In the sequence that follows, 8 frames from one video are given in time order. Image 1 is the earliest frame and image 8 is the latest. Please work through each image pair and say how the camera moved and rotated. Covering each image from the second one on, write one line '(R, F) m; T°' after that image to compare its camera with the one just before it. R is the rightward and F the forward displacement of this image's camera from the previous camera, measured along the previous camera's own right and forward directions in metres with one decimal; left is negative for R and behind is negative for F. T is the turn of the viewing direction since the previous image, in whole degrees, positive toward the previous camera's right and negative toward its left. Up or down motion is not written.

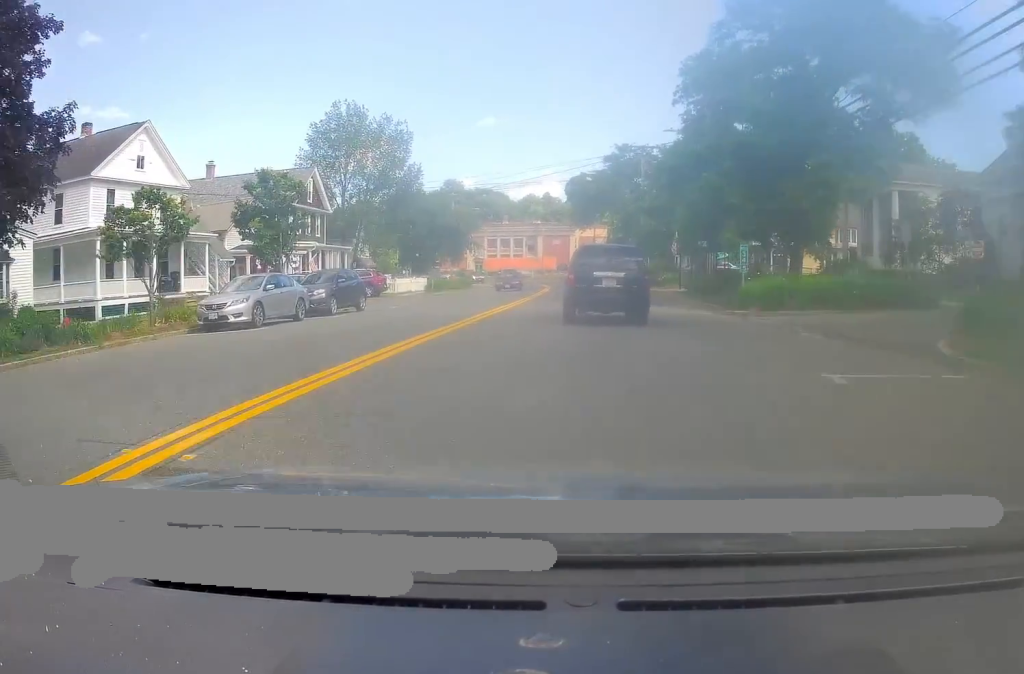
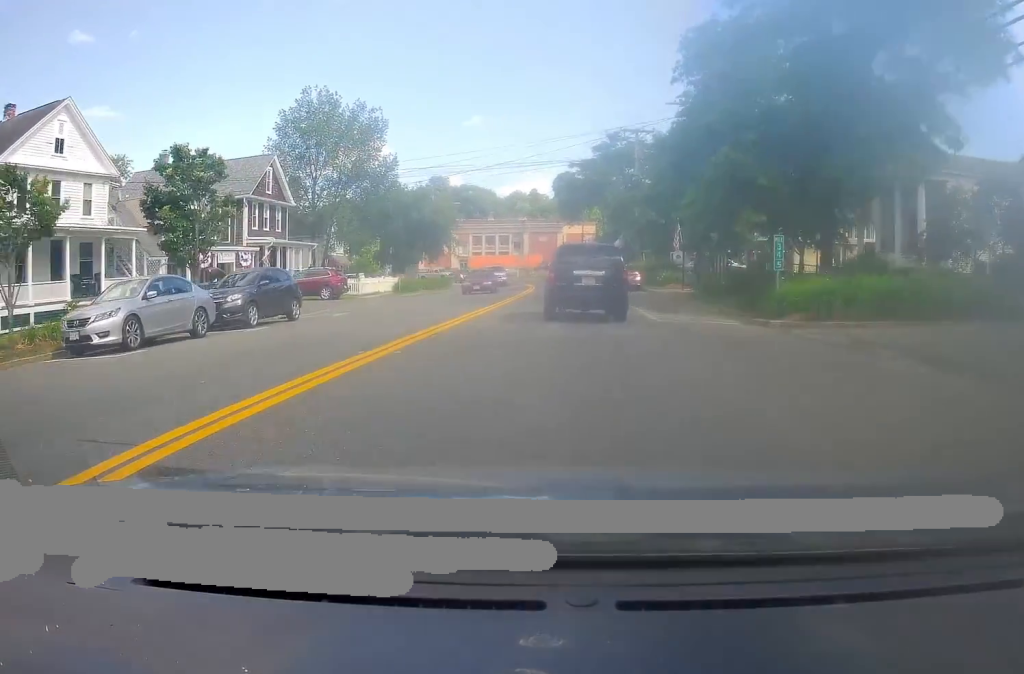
(-0.1, +5.9) m; +2°
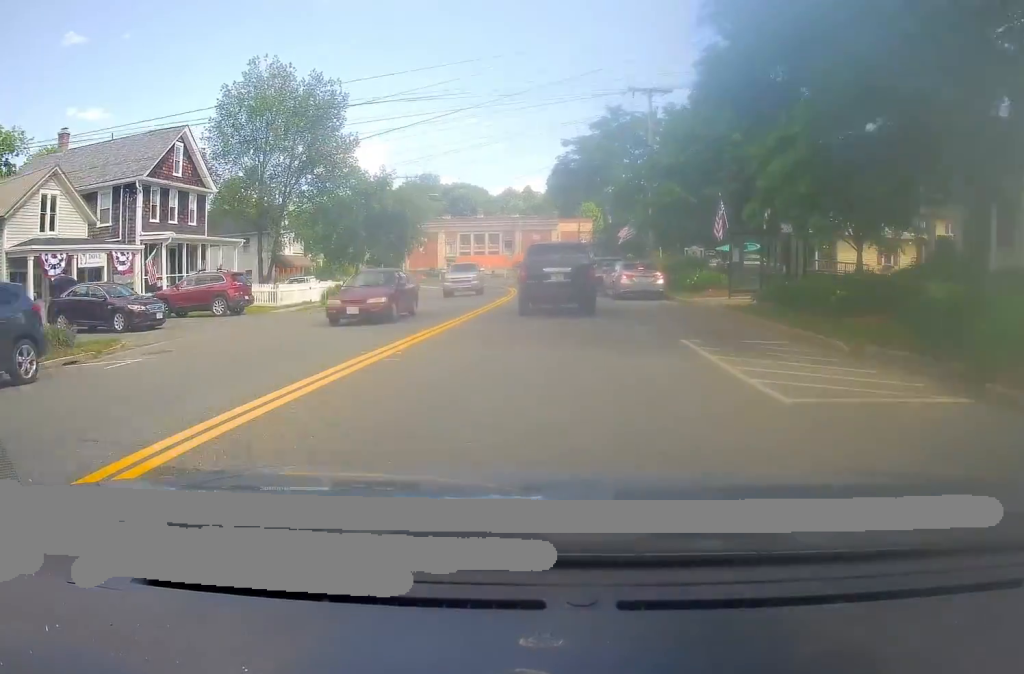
(+0.6, +12.3) m; +2°
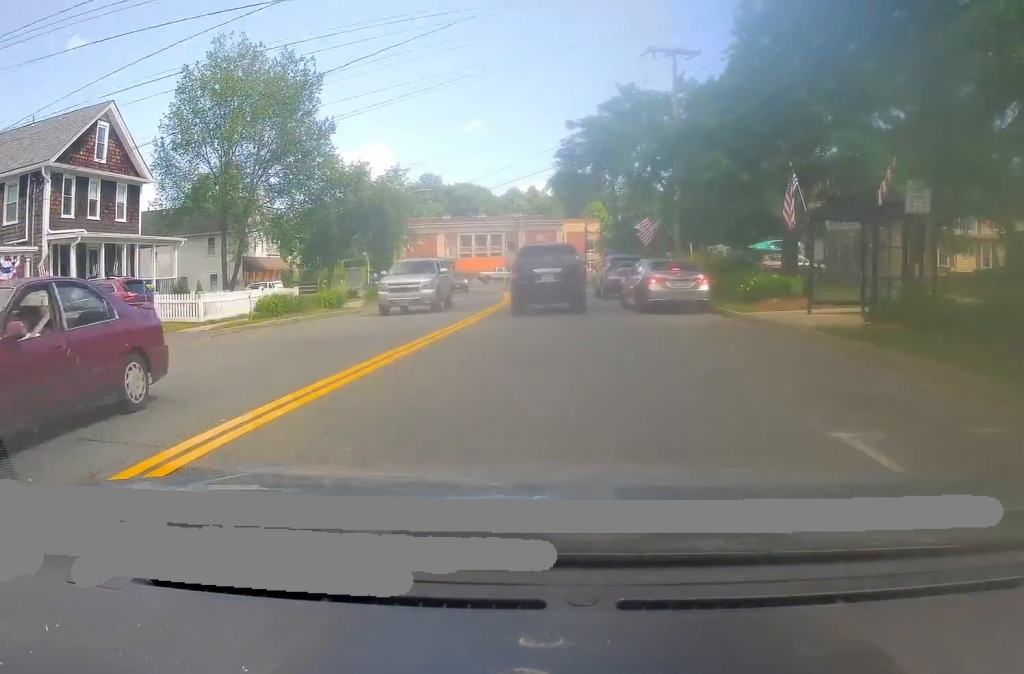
(-0.2, +8.0) m; -1°
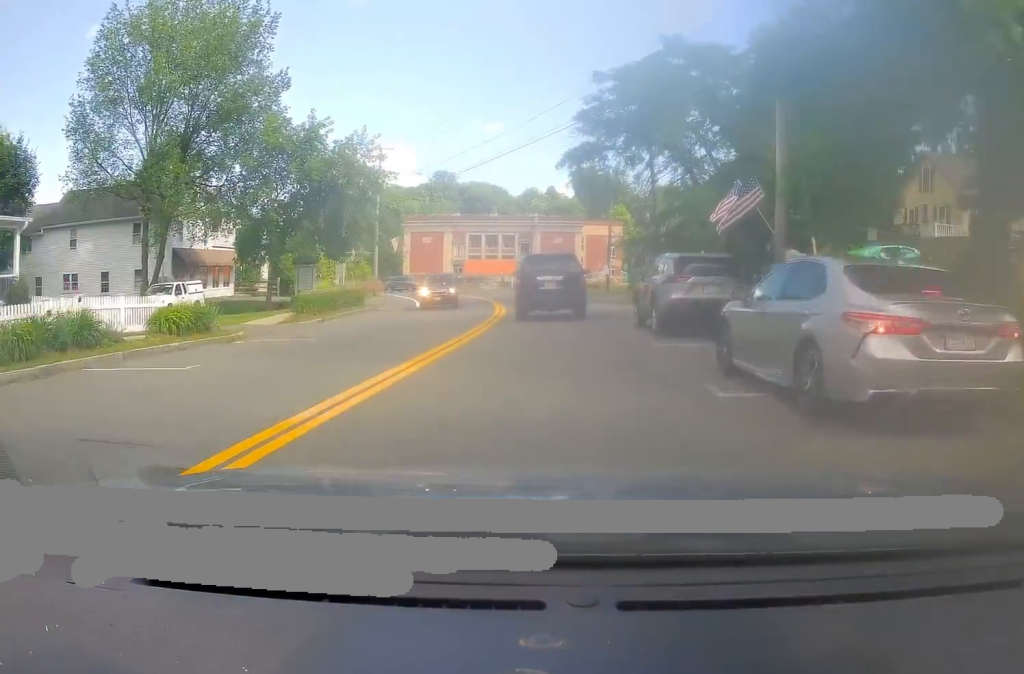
(-0.2, +13.3) m; -1°
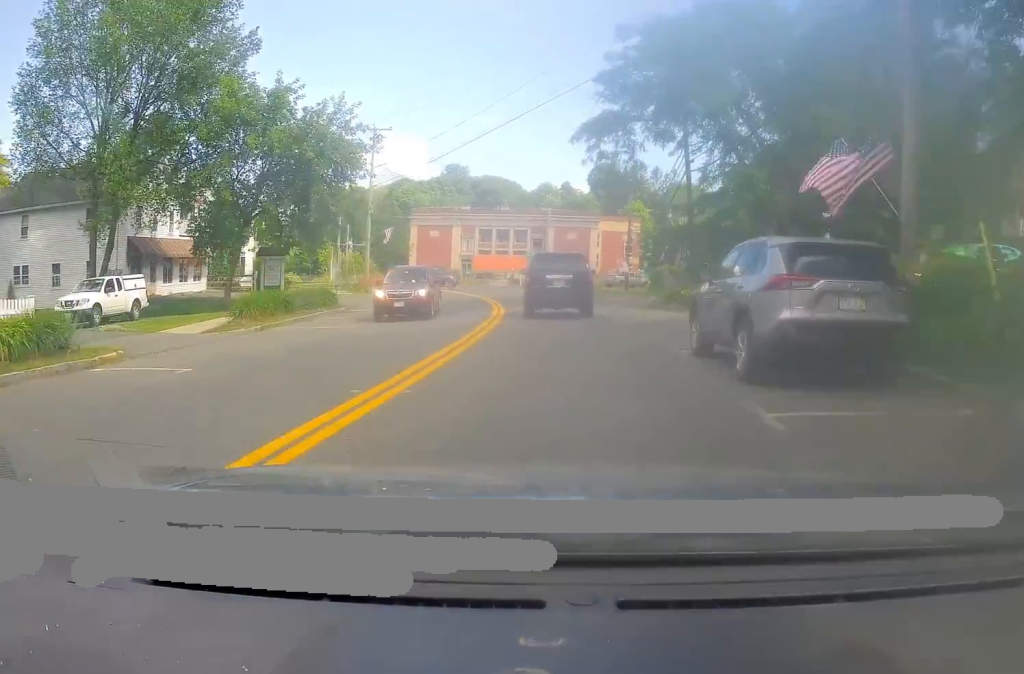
(0.0, +6.5) m; -1°
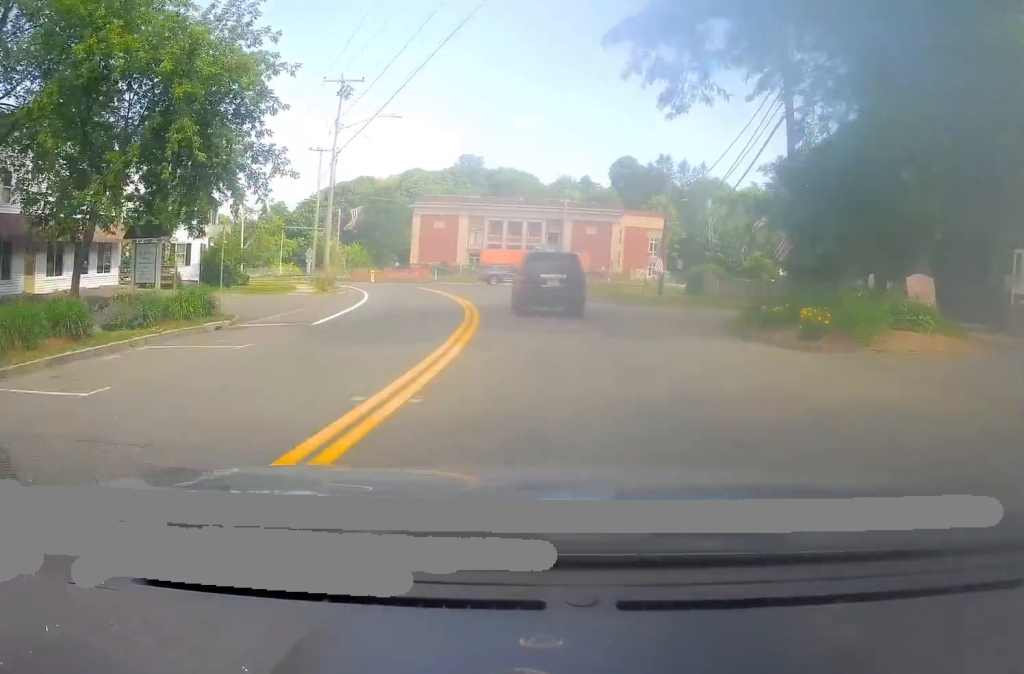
(-0.2, +12.5) m; -2°
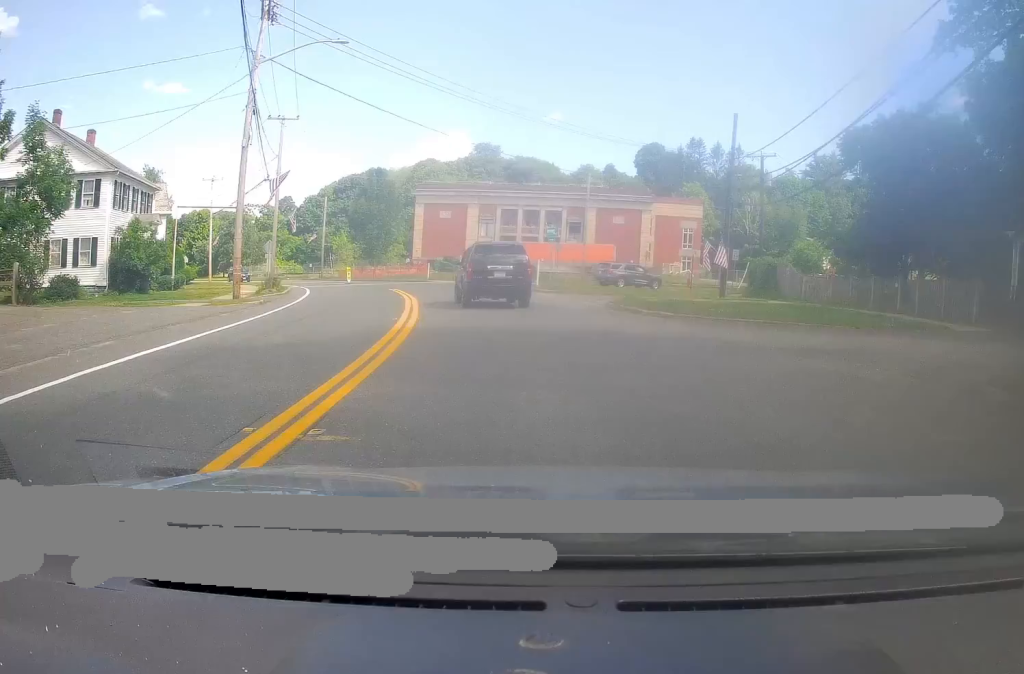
(-0.5, +13.9) m; -3°
